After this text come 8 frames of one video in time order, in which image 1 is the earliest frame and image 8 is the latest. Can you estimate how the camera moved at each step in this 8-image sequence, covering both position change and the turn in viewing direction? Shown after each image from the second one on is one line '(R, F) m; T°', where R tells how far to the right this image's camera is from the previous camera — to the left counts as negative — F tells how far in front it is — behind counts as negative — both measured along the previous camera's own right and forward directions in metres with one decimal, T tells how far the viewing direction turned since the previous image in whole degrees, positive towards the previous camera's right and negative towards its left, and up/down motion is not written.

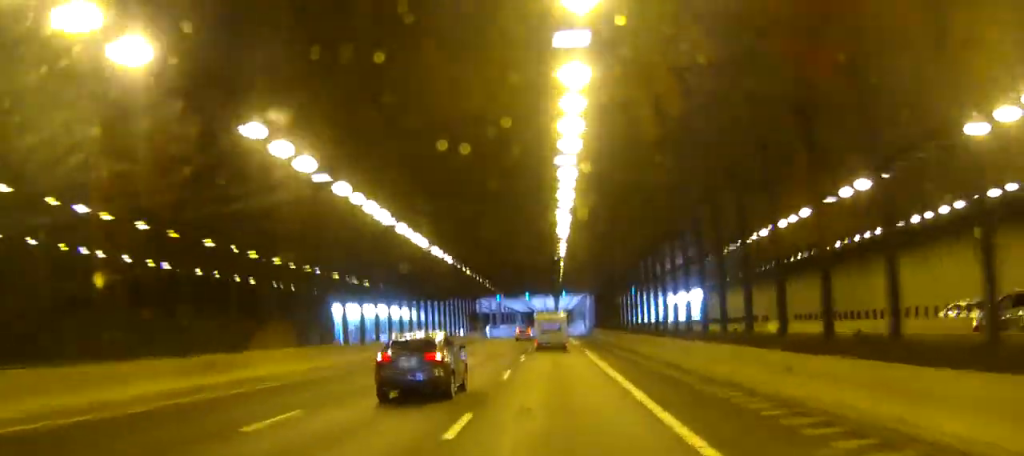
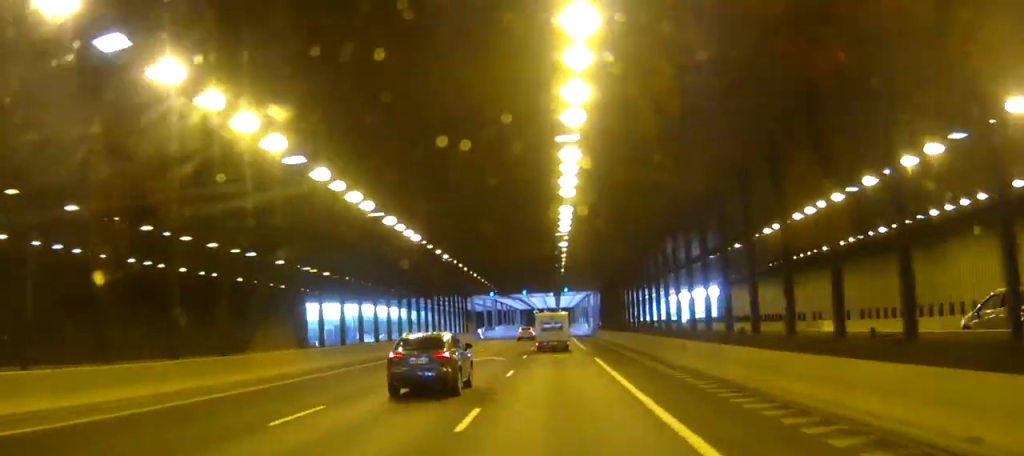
(0.0, +10.3) m; 0°
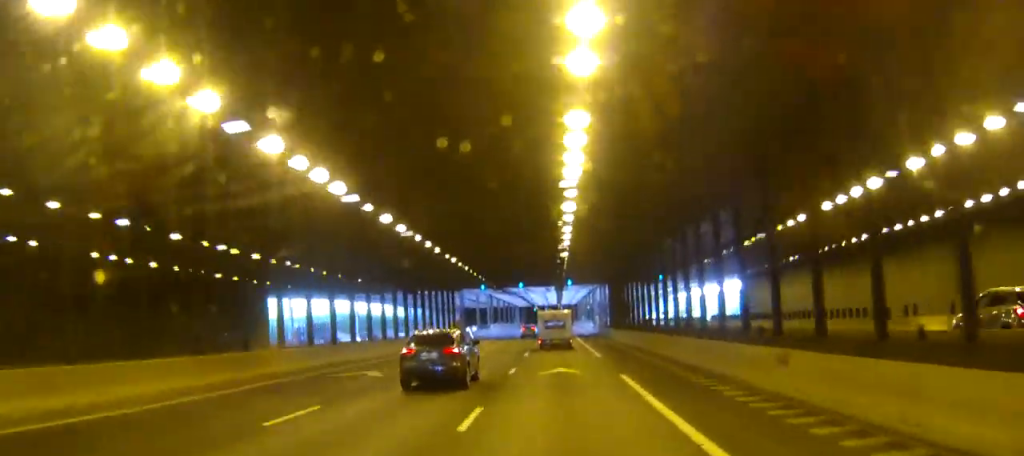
(0.0, +11.8) m; 0°
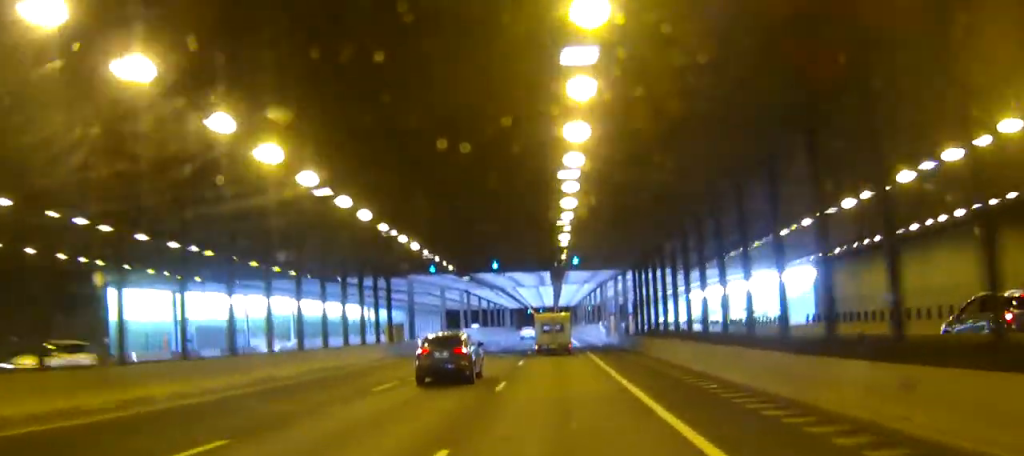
(0.0, +27.7) m; 0°
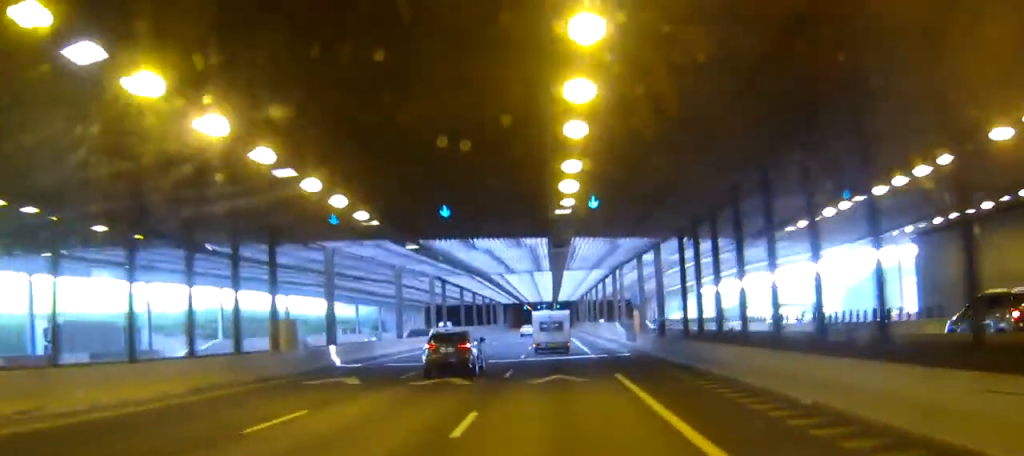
(0.0, +19.7) m; 0°
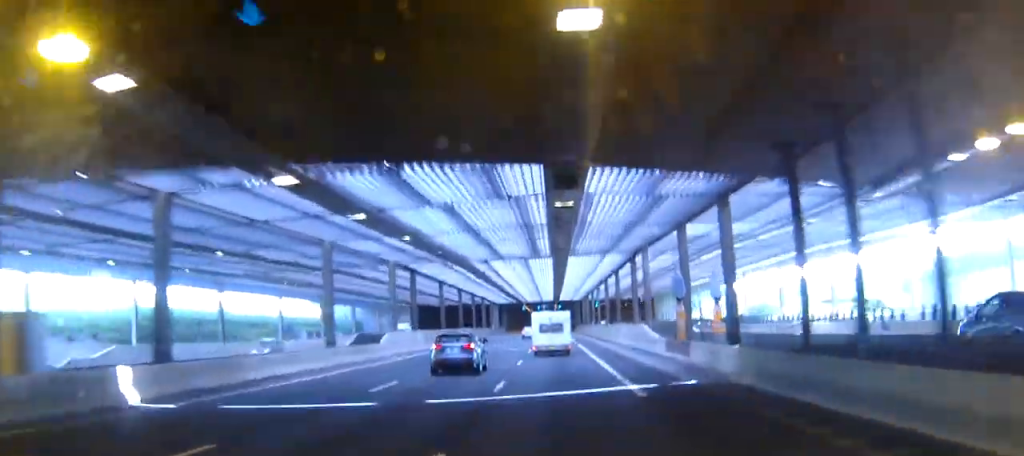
(0.0, +16.2) m; 0°
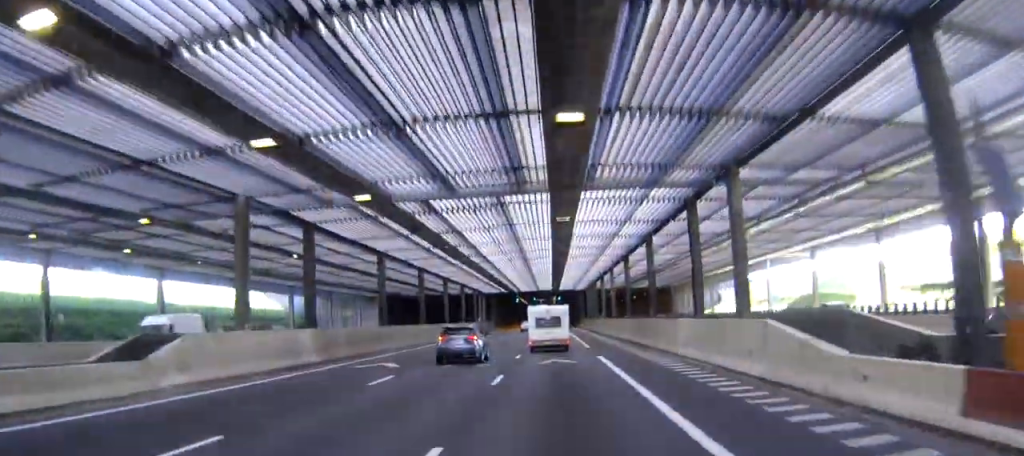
(+0.1, +24.7) m; 0°
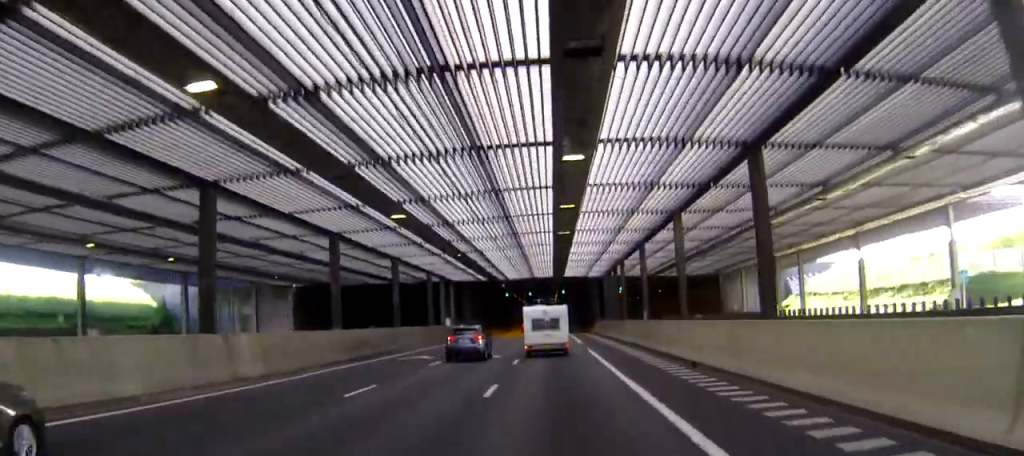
(0.0, +40.9) m; 0°
